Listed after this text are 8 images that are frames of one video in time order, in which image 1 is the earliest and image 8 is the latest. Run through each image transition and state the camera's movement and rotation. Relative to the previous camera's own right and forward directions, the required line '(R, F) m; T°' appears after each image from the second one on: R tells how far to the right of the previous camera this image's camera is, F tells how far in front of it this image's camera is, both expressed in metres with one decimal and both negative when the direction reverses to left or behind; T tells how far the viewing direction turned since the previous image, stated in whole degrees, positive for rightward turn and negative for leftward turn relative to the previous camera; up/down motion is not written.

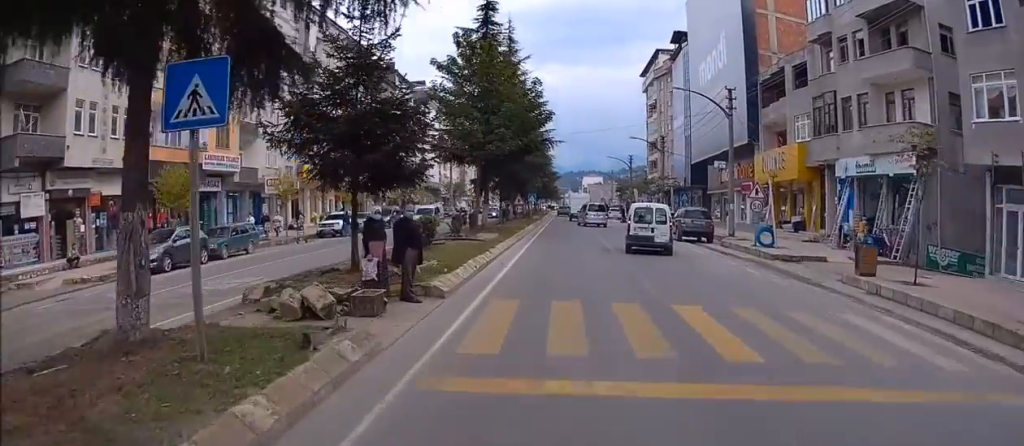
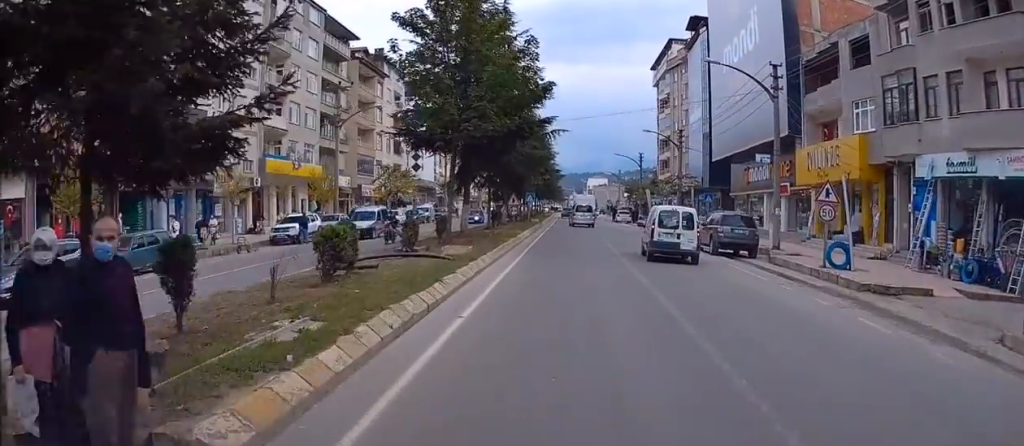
(+0.3, +7.7) m; +1°
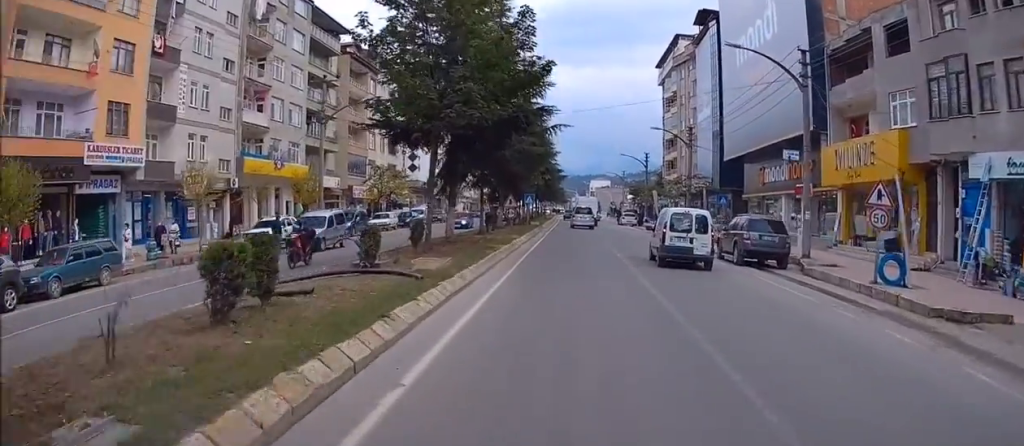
(-0.1, +3.8) m; 0°
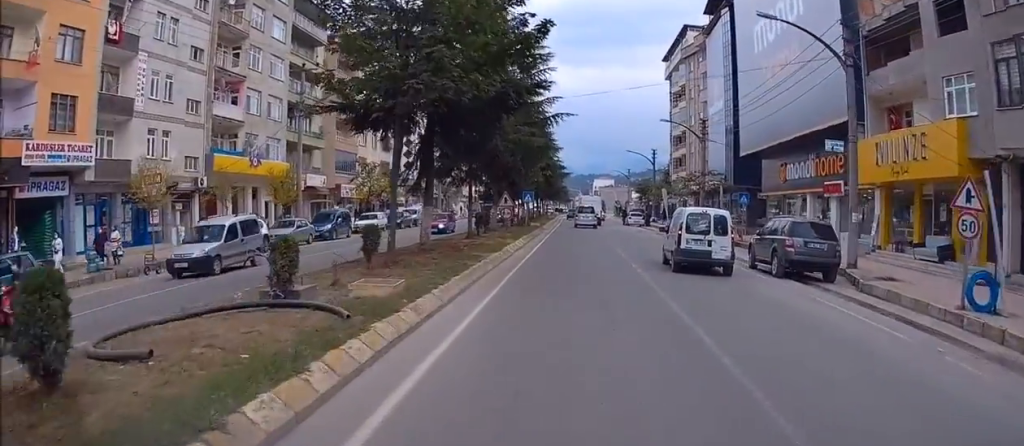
(-0.1, +4.3) m; 0°
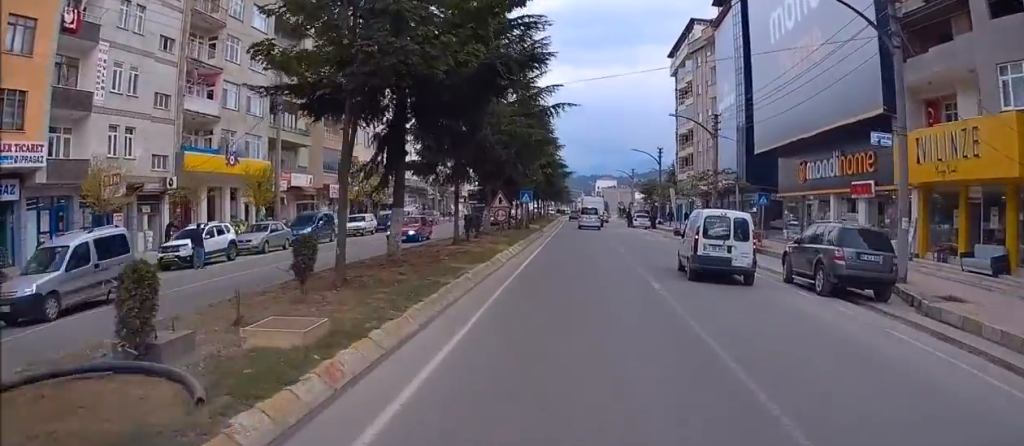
(+0.1, +3.5) m; 0°
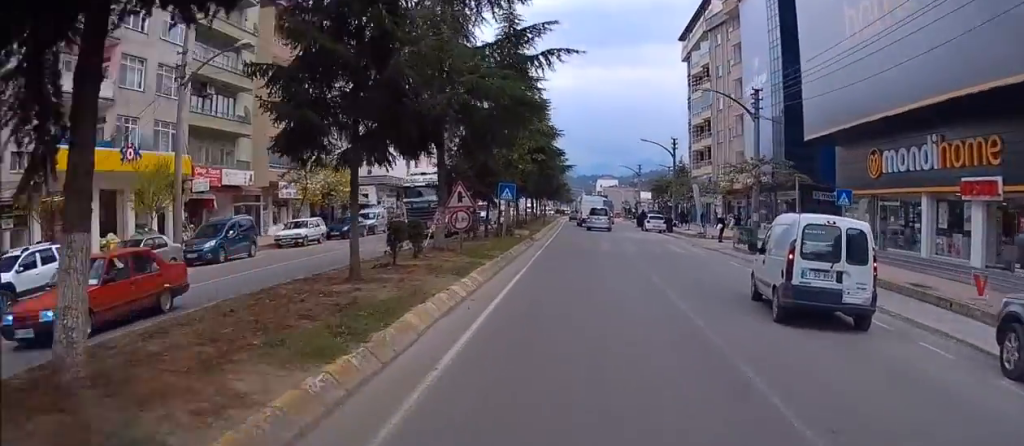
(+0.1, +10.5) m; +1°
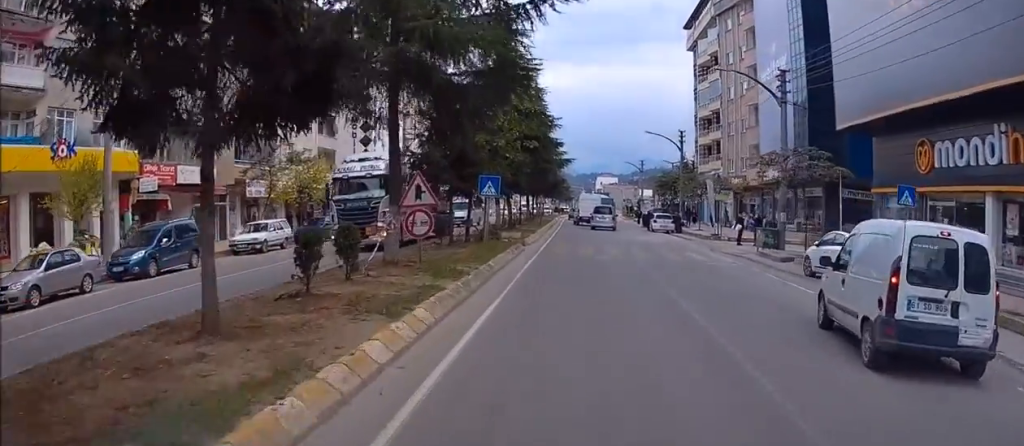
(0.0, +4.9) m; 0°
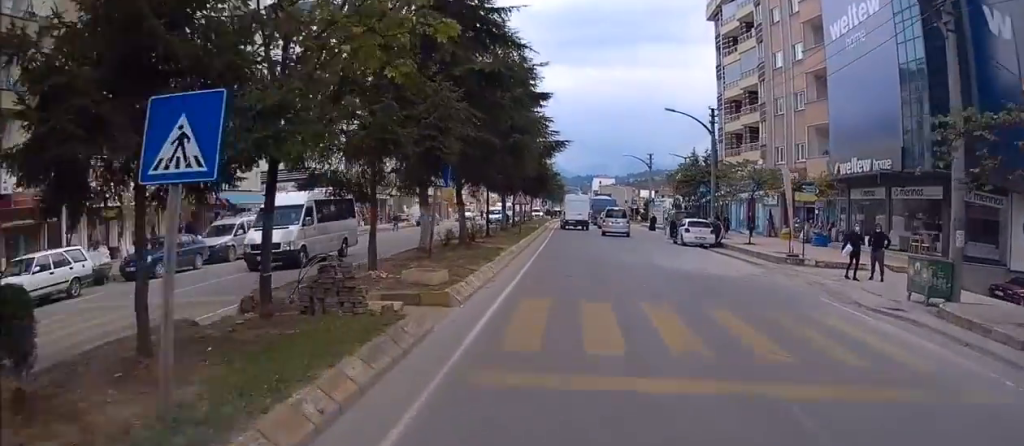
(+0.4, +15.6) m; +3°
